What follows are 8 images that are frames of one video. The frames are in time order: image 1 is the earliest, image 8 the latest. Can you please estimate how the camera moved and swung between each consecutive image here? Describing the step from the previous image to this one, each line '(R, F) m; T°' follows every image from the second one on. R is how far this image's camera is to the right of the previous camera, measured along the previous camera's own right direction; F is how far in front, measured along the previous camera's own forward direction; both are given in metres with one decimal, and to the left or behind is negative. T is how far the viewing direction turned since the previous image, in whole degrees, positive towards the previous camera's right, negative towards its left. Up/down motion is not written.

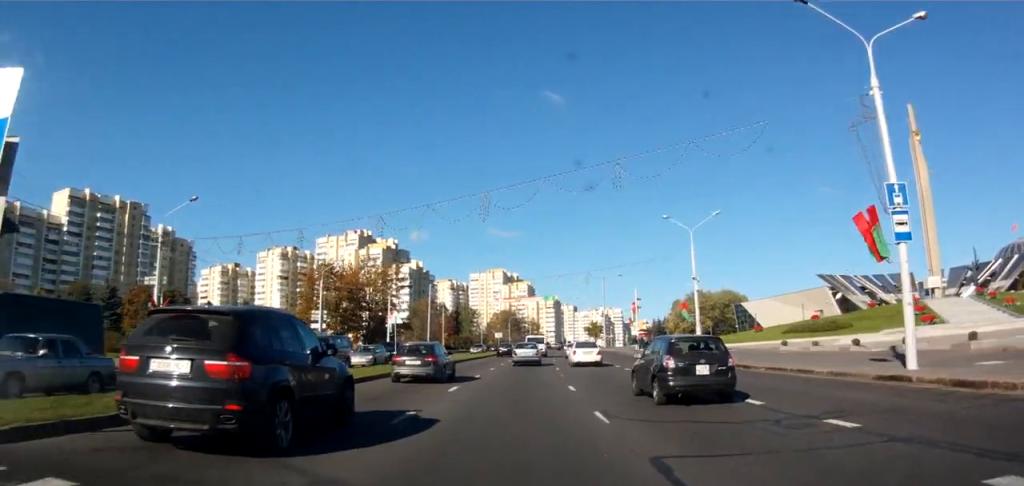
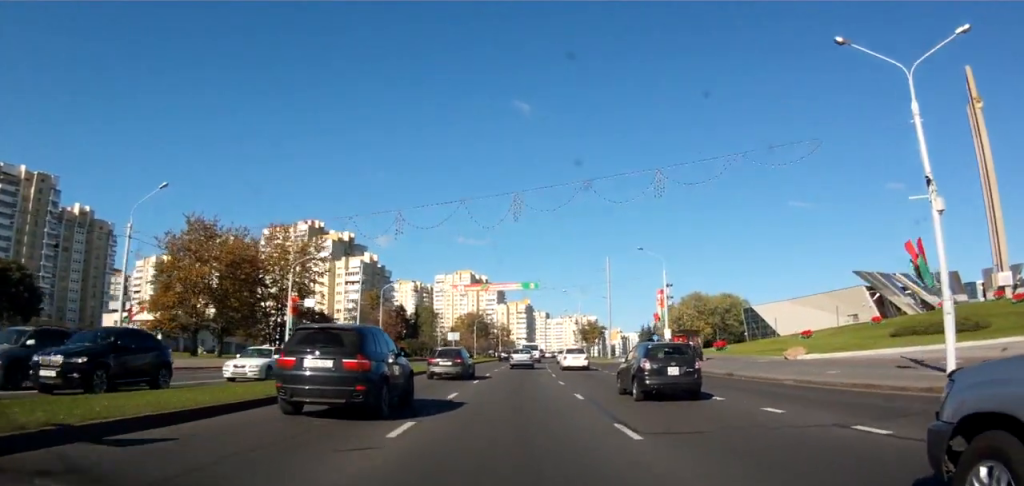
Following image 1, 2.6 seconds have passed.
(+1.2, +33.1) m; +4°
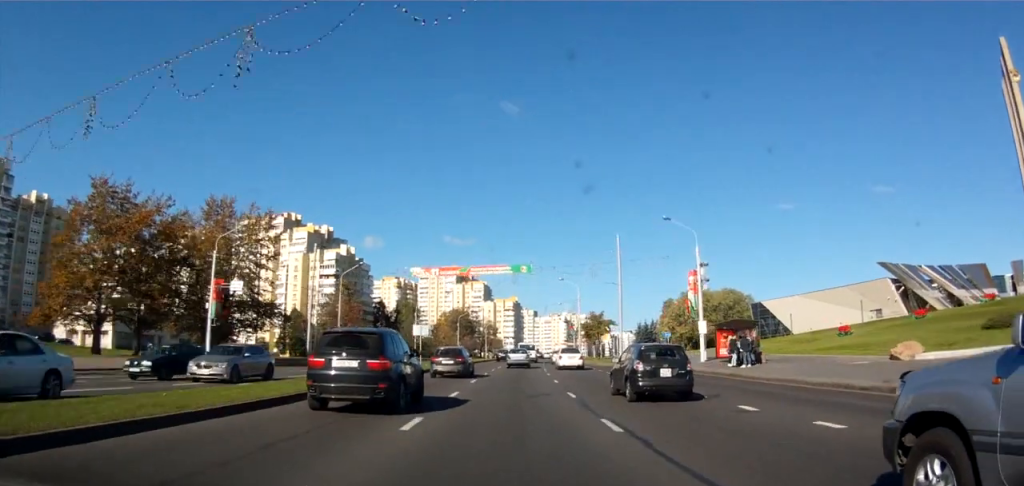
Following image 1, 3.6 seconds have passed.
(+0.3, +14.3) m; +1°
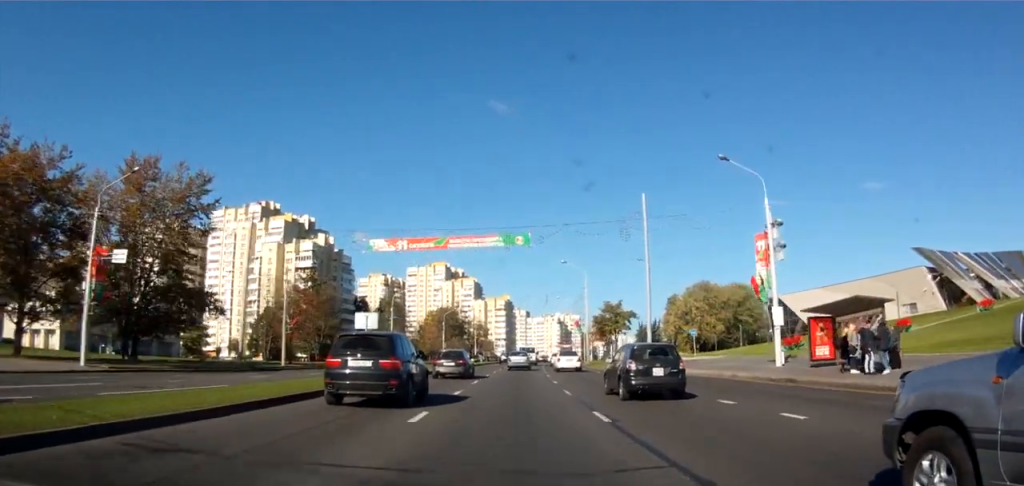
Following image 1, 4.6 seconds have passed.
(-0.1, +14.8) m; 0°
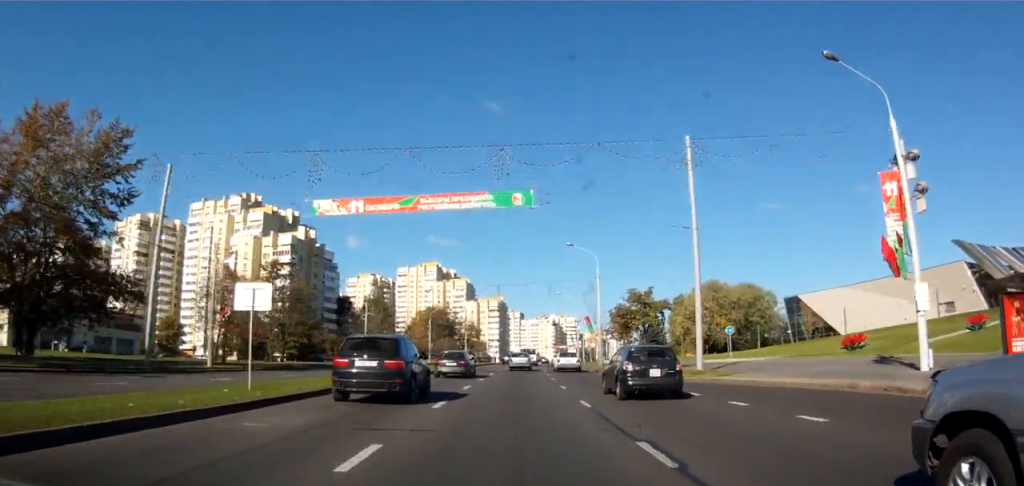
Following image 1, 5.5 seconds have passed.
(+0.1, +12.9) m; +1°
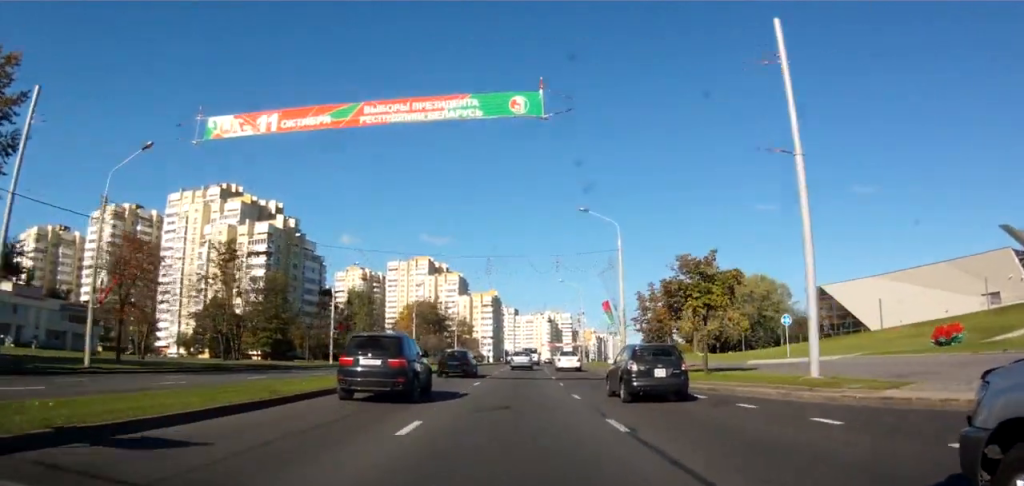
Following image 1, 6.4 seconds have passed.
(+0.2, +12.7) m; +1°
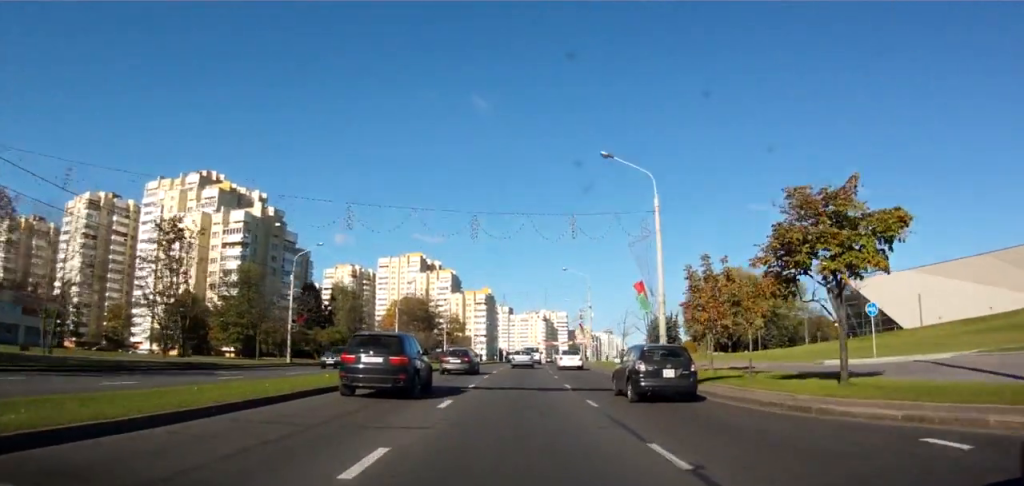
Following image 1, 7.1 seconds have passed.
(0.0, +11.2) m; +1°
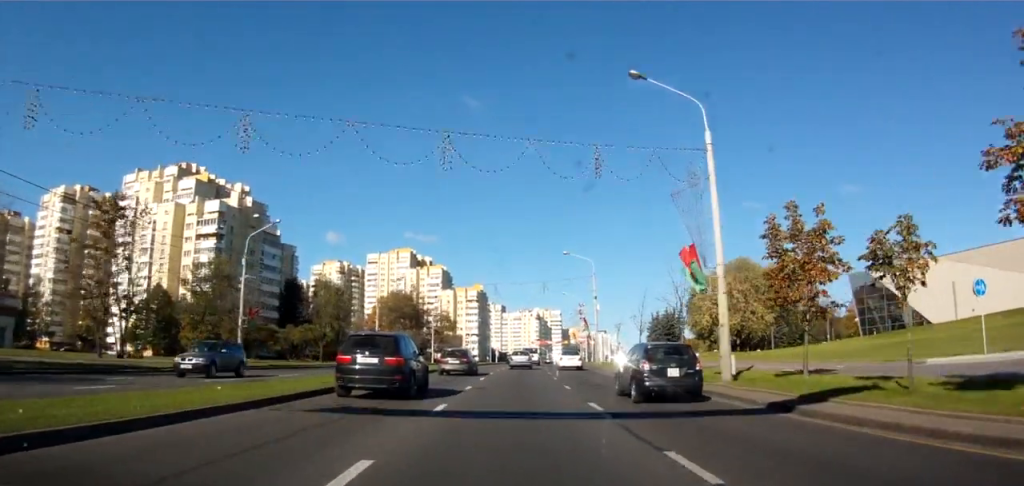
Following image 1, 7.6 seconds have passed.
(+0.1, +8.8) m; +1°
